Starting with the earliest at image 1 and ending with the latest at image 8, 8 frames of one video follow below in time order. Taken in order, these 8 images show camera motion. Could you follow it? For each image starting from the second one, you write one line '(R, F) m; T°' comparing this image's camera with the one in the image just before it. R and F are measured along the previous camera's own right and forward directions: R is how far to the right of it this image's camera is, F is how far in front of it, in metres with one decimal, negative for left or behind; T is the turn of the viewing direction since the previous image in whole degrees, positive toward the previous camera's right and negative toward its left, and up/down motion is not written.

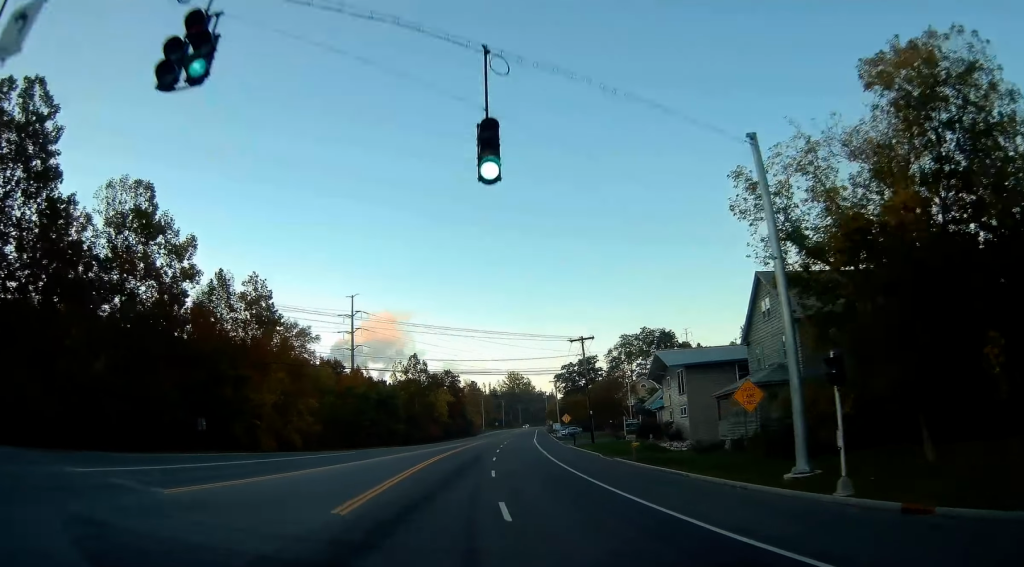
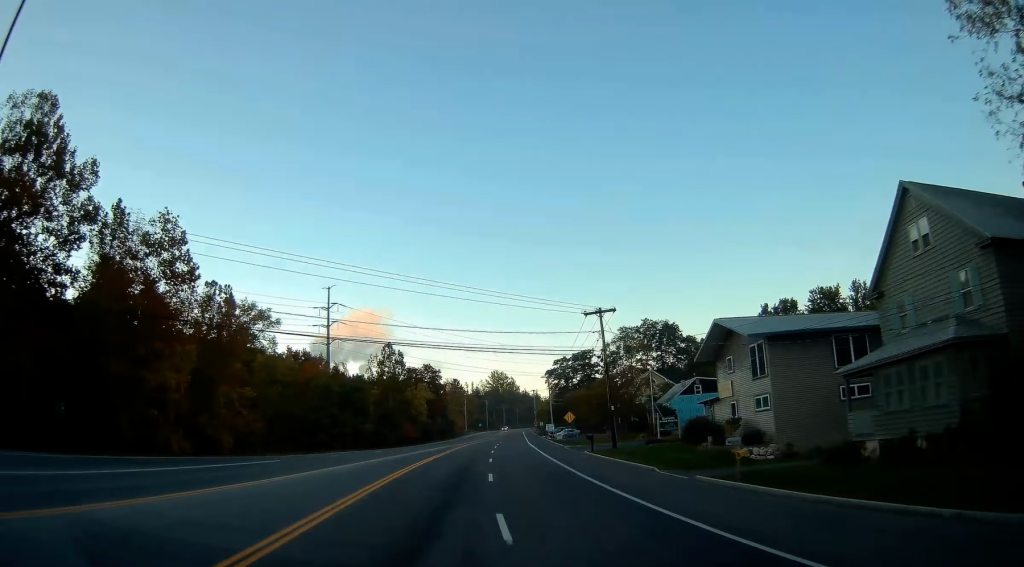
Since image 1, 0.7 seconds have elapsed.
(+0.3, +15.4) m; +2°
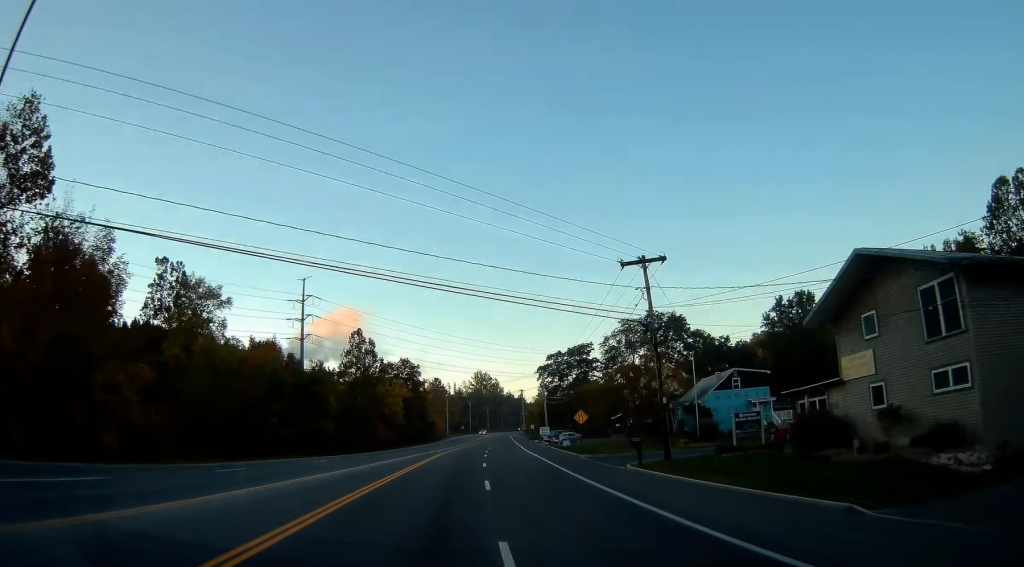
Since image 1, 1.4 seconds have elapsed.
(+0.2, +15.3) m; +2°
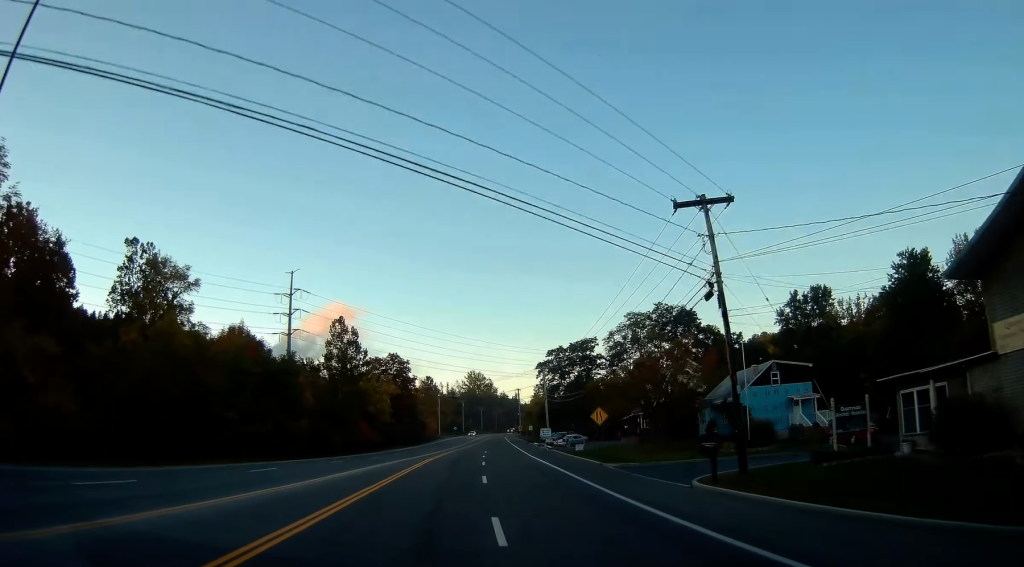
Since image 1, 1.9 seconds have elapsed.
(+0.2, +9.9) m; 0°
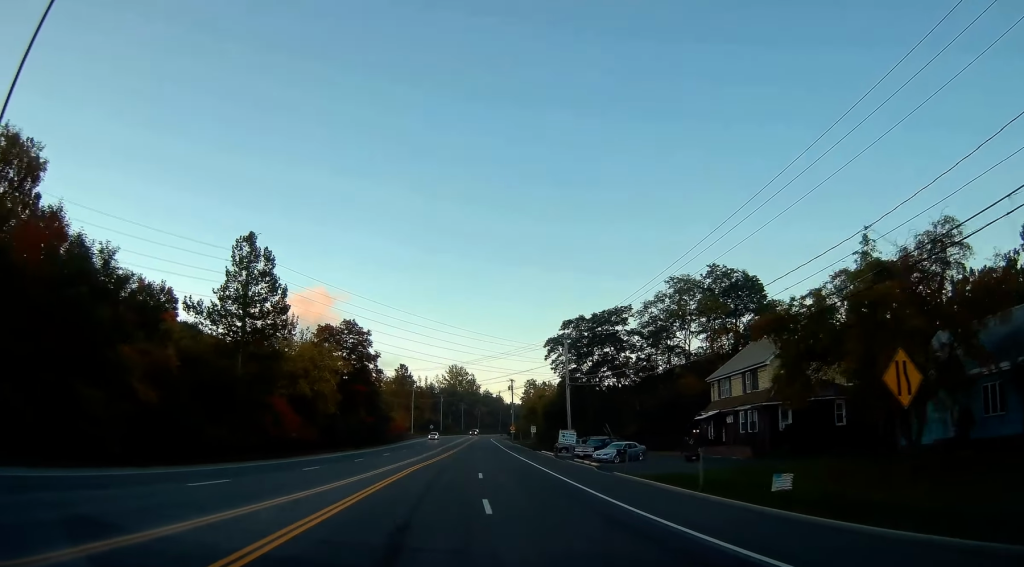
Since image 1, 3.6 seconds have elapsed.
(+0.5, +33.0) m; +2°
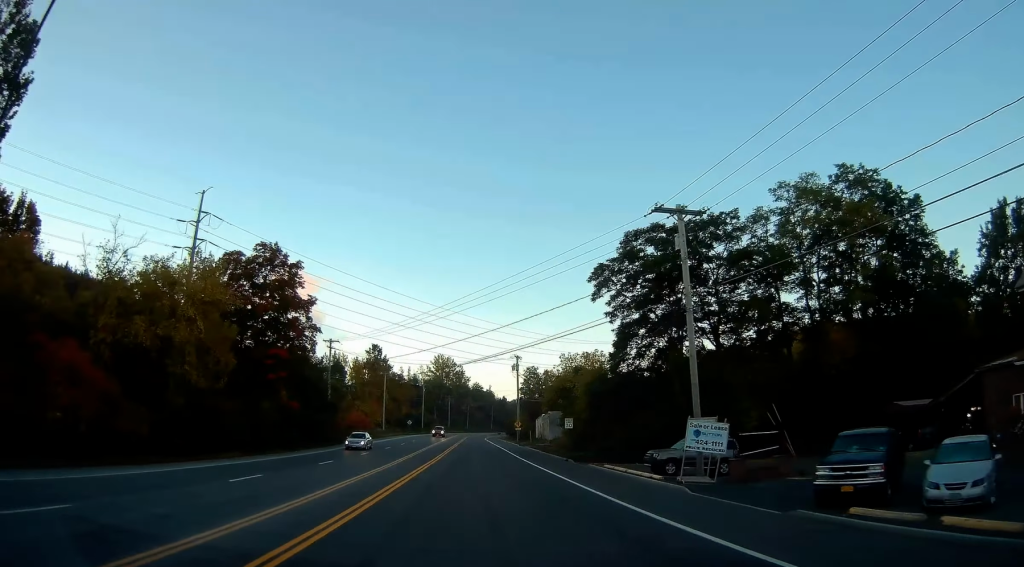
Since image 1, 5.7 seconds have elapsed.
(+0.9, +34.8) m; +2°
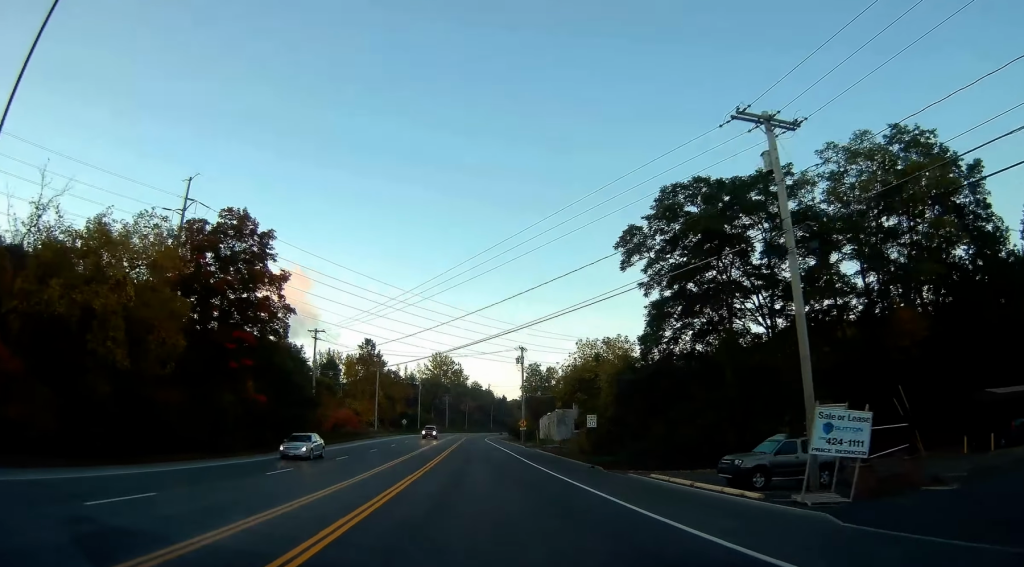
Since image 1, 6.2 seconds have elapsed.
(-0.1, +8.4) m; 0°
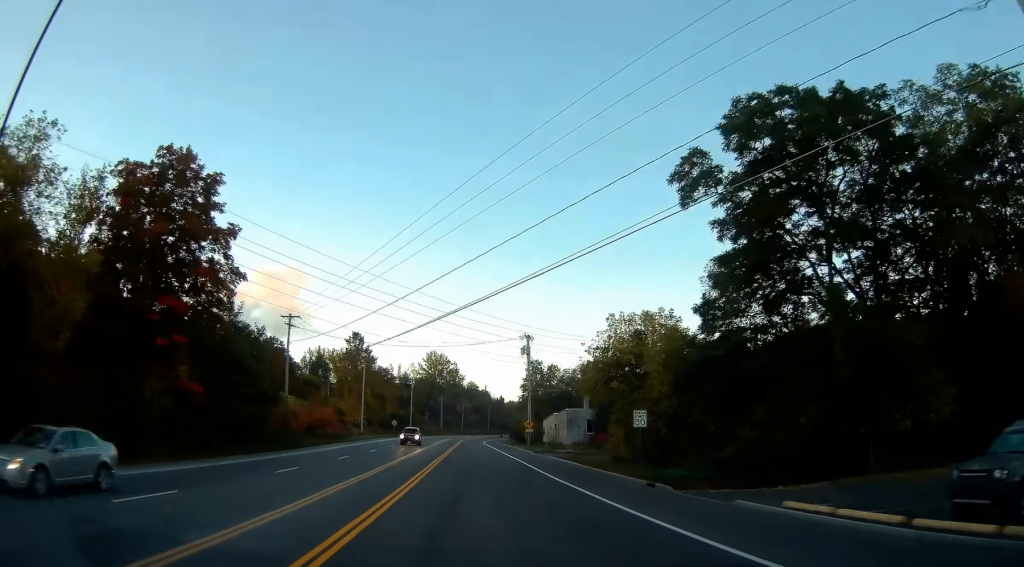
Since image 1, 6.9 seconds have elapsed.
(+0.1, +11.5) m; 0°
